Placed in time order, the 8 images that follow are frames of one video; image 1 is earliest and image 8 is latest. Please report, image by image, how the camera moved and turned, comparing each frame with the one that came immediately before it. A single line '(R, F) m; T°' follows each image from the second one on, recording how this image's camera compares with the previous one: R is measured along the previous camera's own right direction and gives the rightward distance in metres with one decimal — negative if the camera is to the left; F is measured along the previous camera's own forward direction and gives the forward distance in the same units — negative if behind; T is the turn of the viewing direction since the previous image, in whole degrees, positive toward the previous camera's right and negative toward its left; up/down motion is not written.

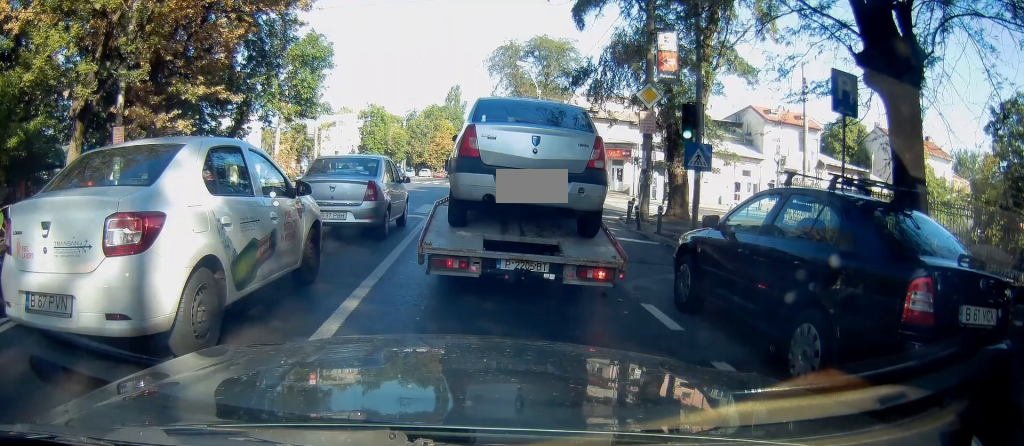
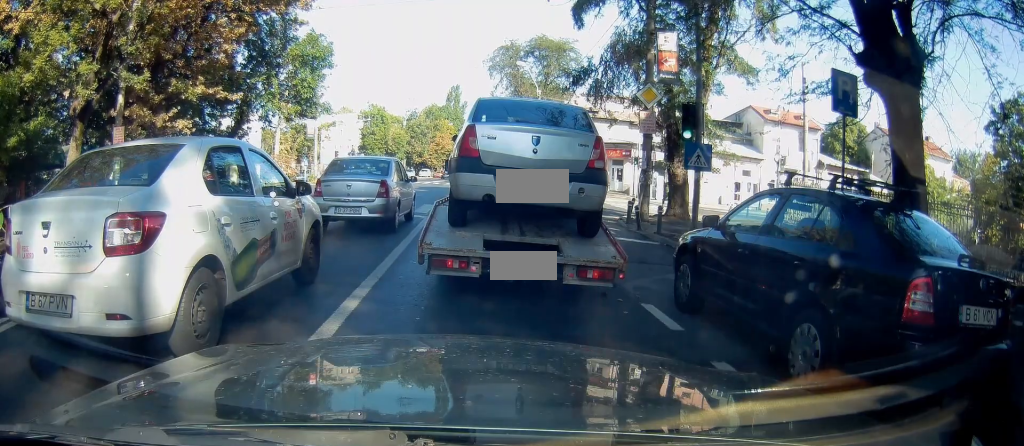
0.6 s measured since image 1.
(0.0, 0.0) m; 0°
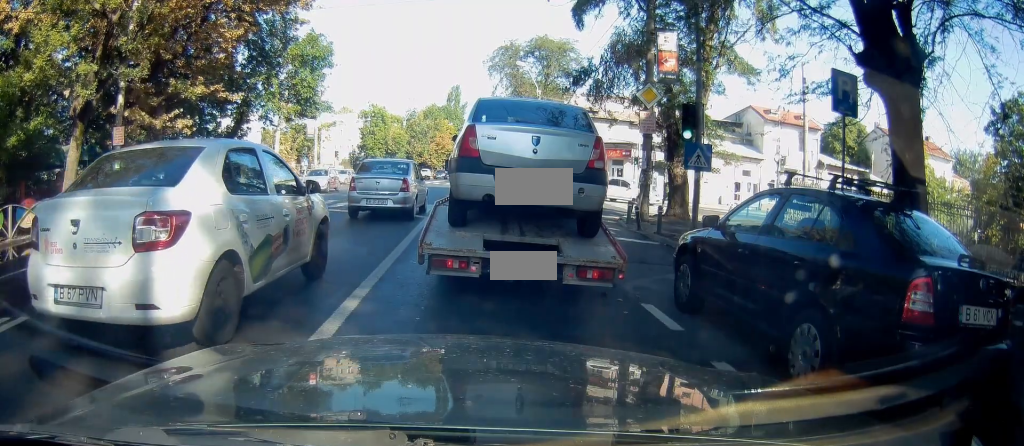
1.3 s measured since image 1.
(0.0, 0.0) m; 0°
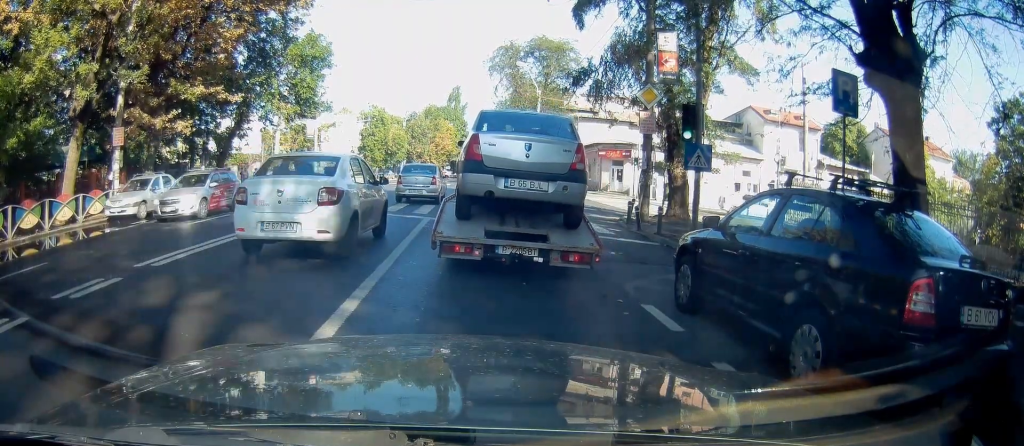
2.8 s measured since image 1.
(0.0, 0.0) m; 0°
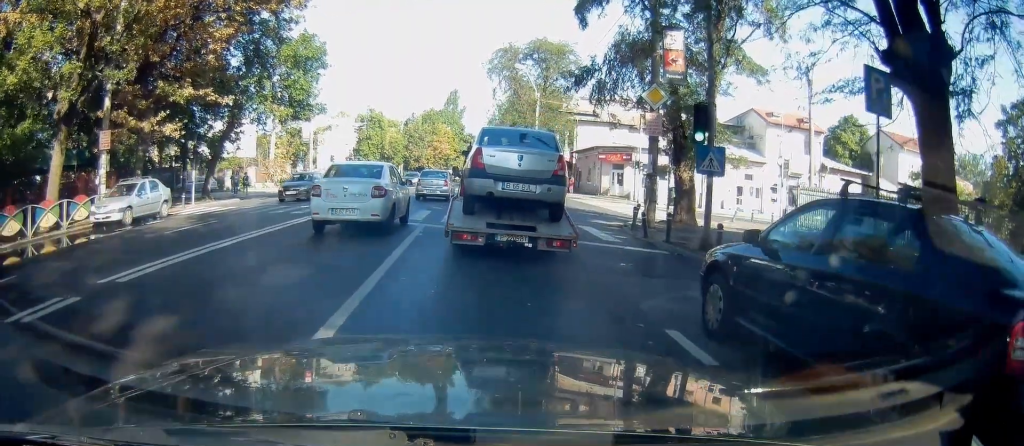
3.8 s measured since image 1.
(-0.1, +0.2) m; 0°
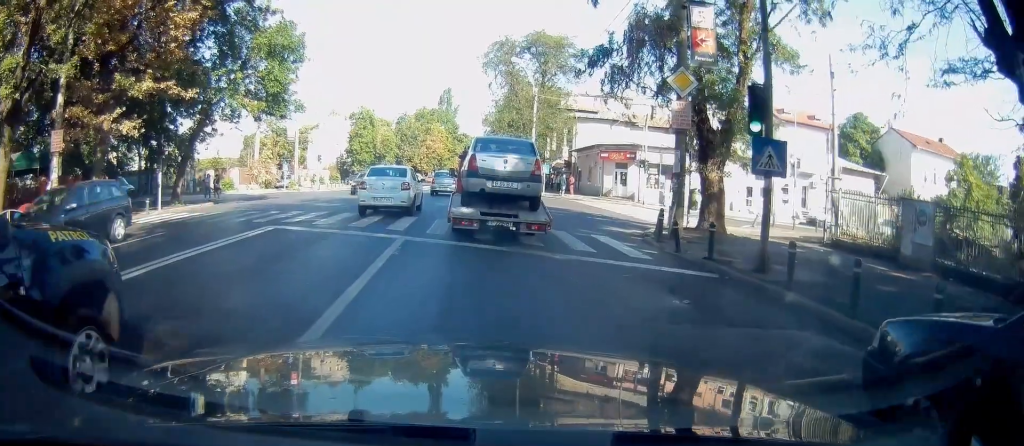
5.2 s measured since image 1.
(0.0, +1.2) m; +2°
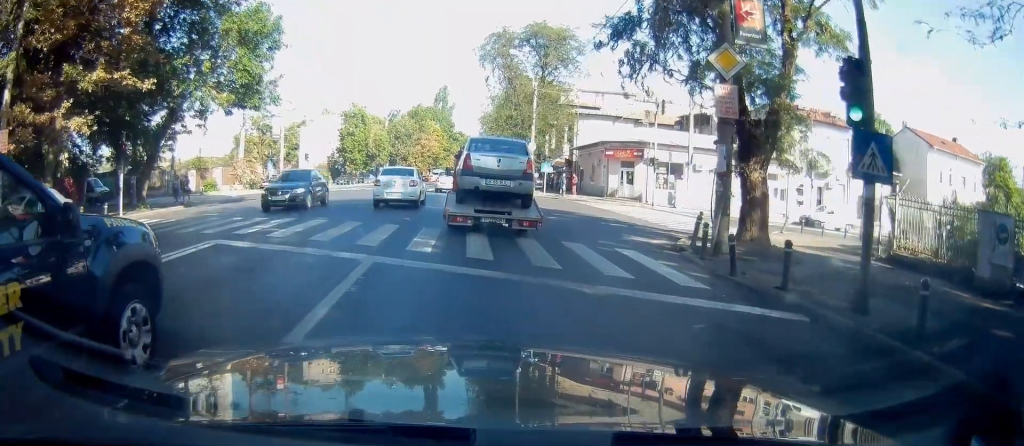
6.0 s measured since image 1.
(0.0, +1.5) m; +2°
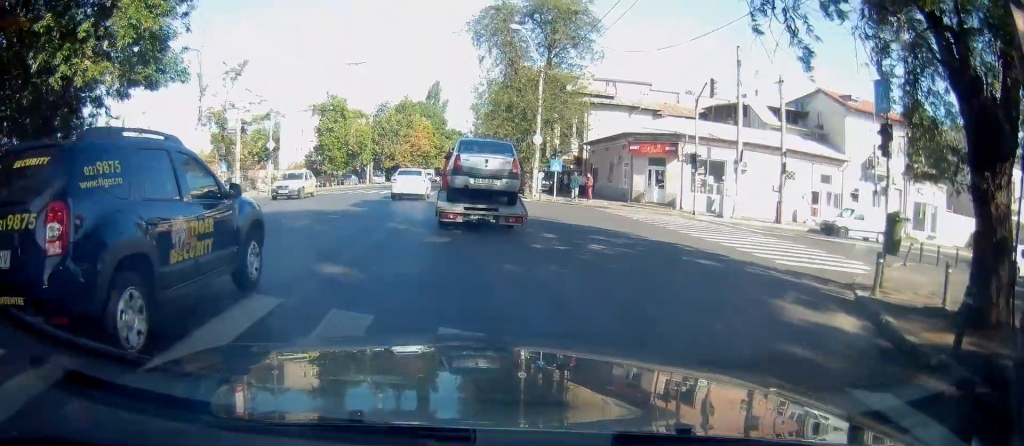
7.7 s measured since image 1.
(+0.3, +6.5) m; -1°
